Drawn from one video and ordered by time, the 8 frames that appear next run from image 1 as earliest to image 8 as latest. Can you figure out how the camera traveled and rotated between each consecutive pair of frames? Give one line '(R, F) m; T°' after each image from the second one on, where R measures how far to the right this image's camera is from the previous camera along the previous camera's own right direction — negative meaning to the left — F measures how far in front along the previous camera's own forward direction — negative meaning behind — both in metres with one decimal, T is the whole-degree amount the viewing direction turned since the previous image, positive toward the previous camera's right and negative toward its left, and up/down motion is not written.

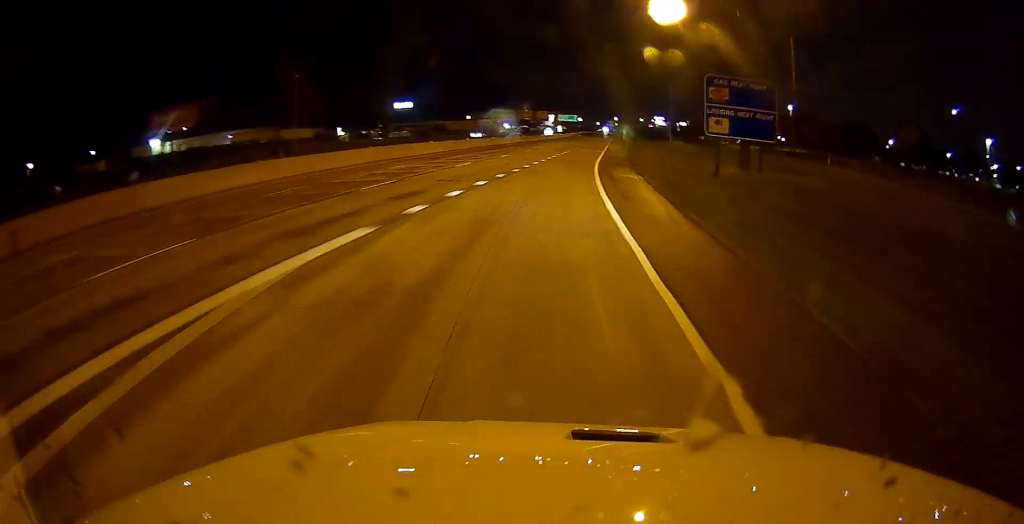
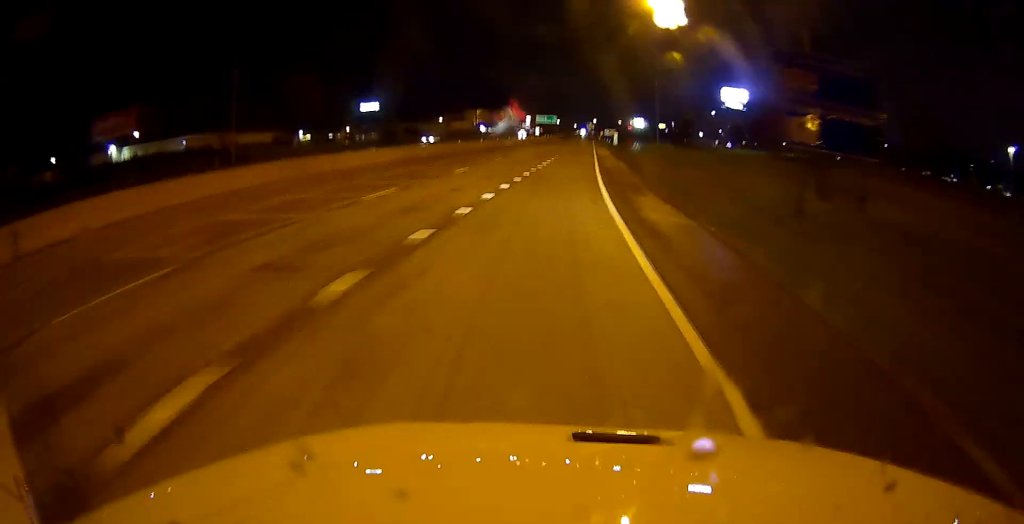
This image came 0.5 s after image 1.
(+0.3, +13.9) m; +2°
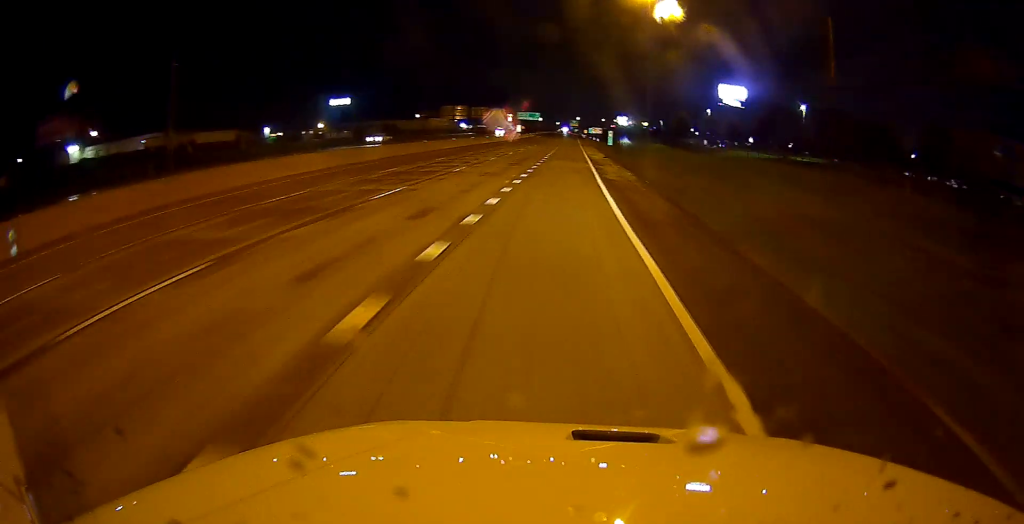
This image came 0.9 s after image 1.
(+0.1, +12.0) m; +1°
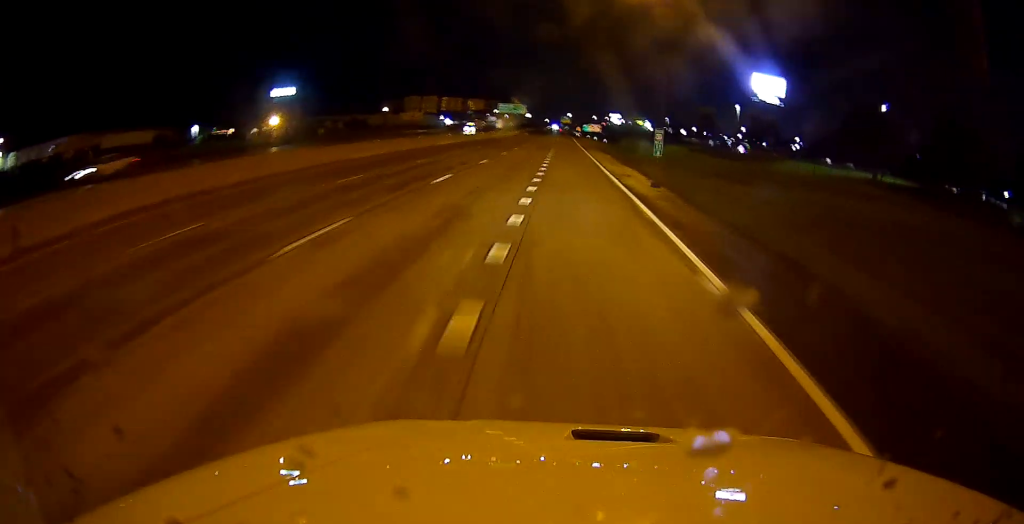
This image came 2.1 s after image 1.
(+0.9, +32.5) m; +1°
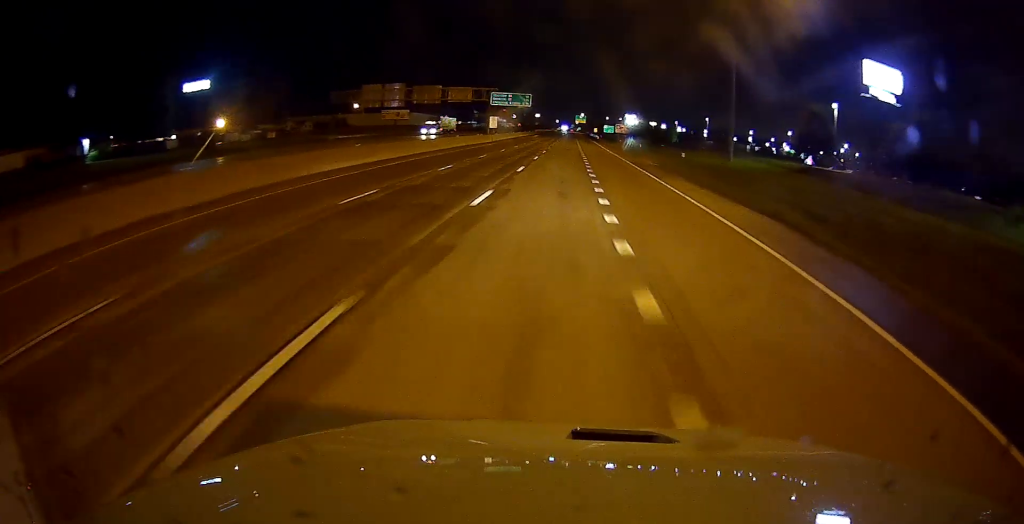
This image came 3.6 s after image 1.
(-0.3, +42.0) m; 0°
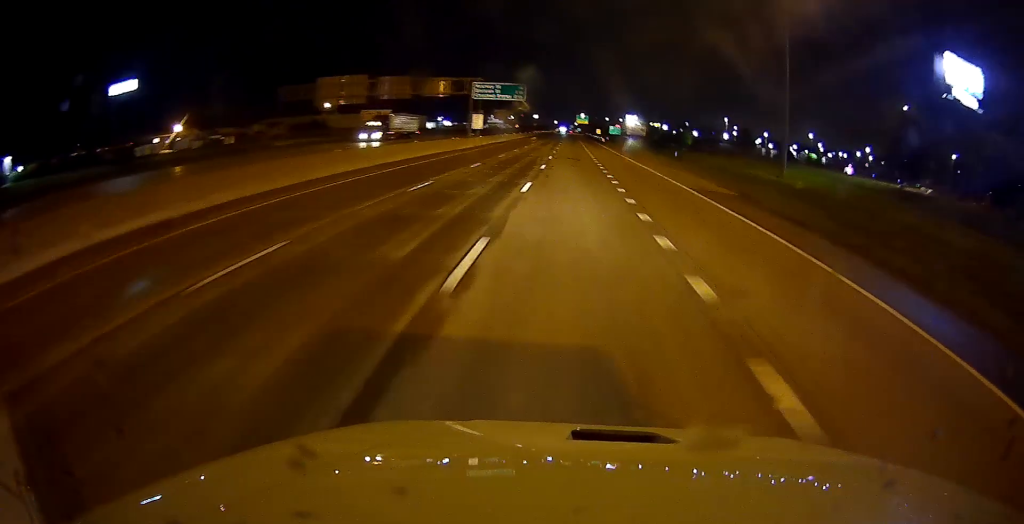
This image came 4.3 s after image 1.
(+0.3, +20.6) m; 0°
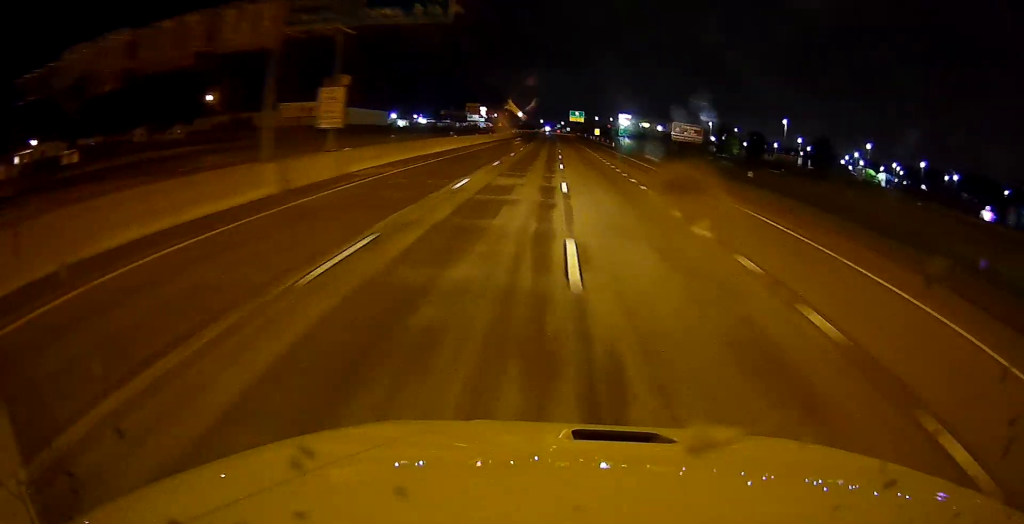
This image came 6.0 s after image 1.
(-0.1, +48.1) m; +1°
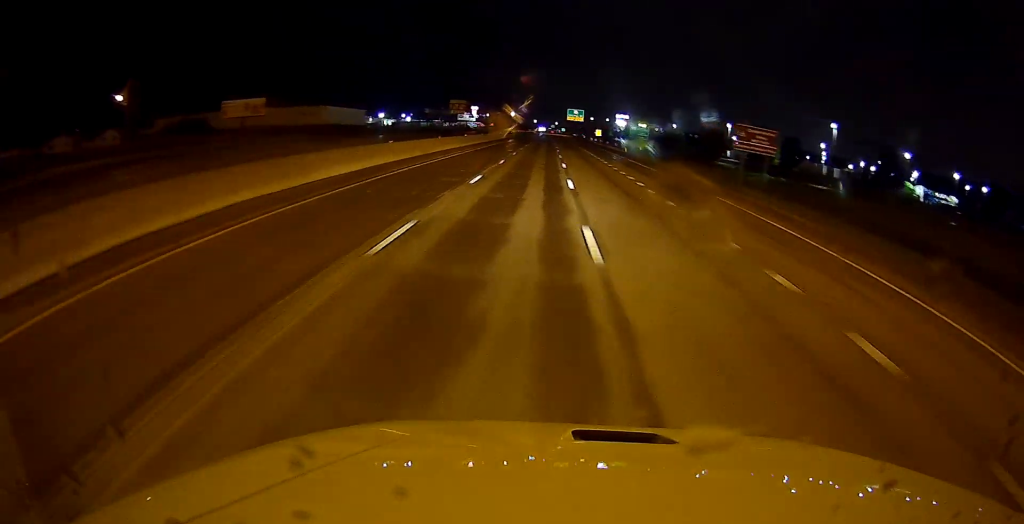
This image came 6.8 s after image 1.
(+0.1, +22.8) m; 0°
